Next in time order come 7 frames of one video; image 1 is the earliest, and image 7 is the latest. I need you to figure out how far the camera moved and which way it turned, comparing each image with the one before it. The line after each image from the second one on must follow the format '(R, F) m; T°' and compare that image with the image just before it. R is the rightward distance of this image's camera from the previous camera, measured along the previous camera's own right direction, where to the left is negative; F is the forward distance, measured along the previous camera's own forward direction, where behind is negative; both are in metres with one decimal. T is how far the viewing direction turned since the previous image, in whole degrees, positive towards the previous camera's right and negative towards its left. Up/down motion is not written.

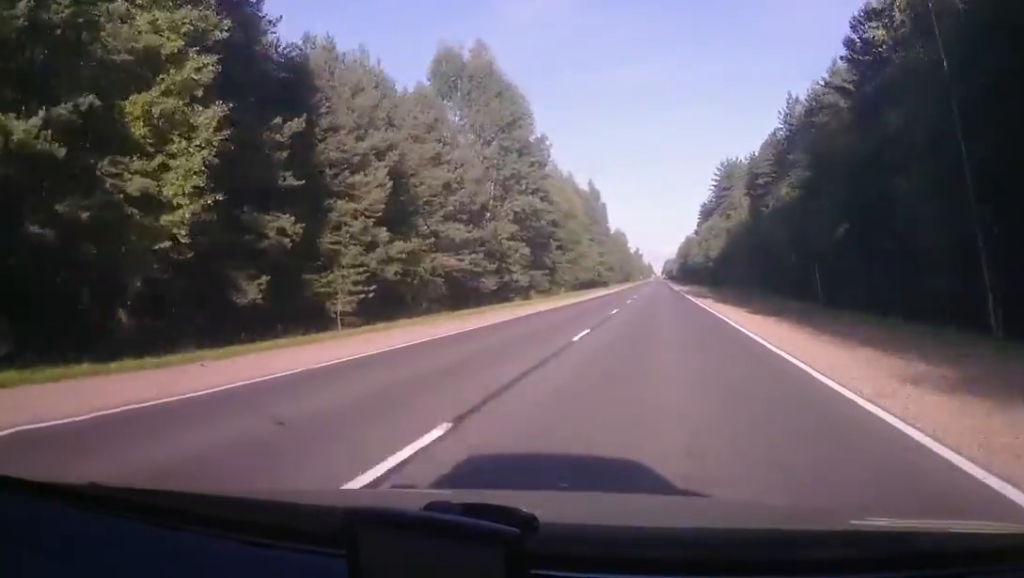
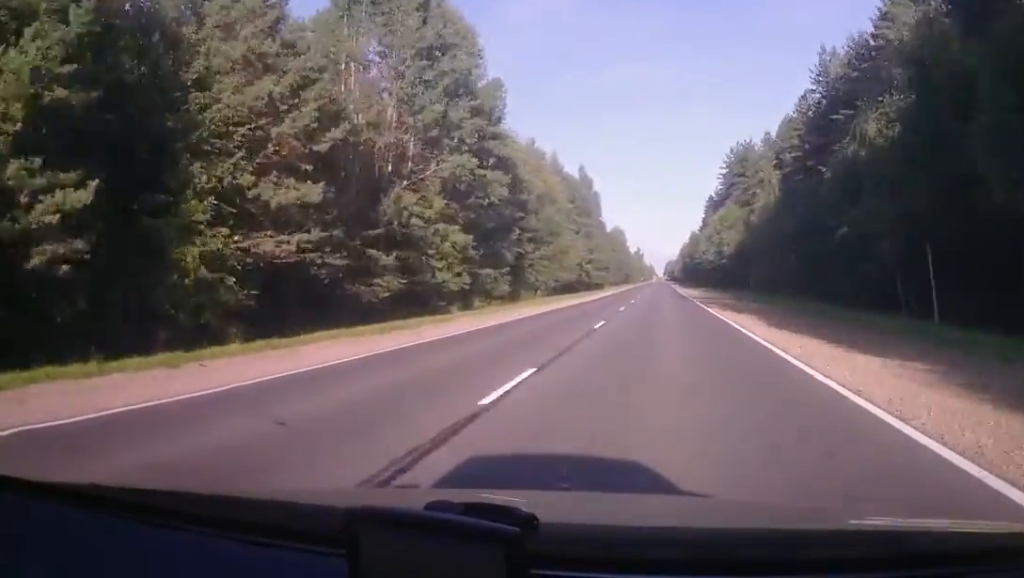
(0.0, +19.6) m; 0°
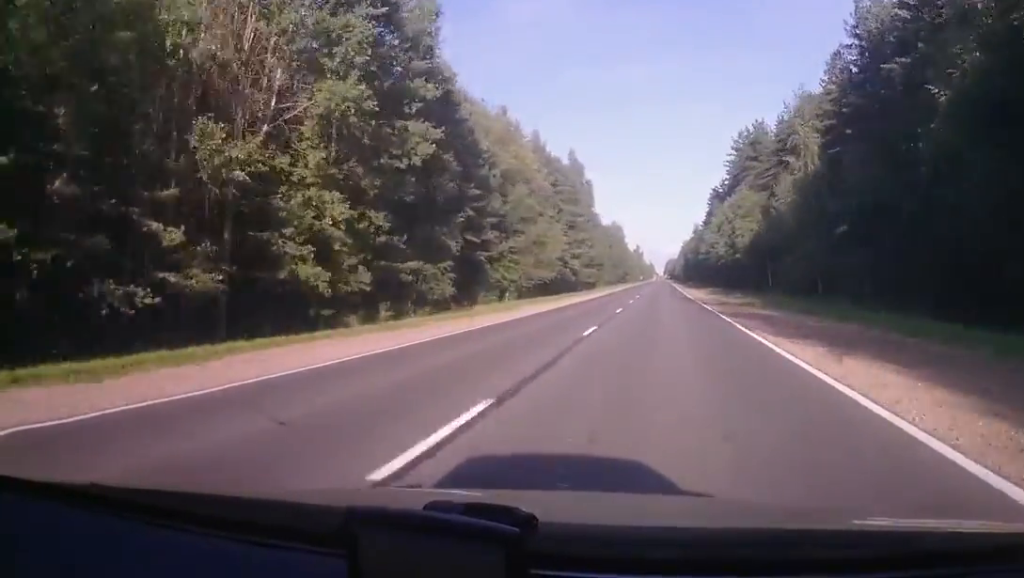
(0.0, +14.7) m; 0°
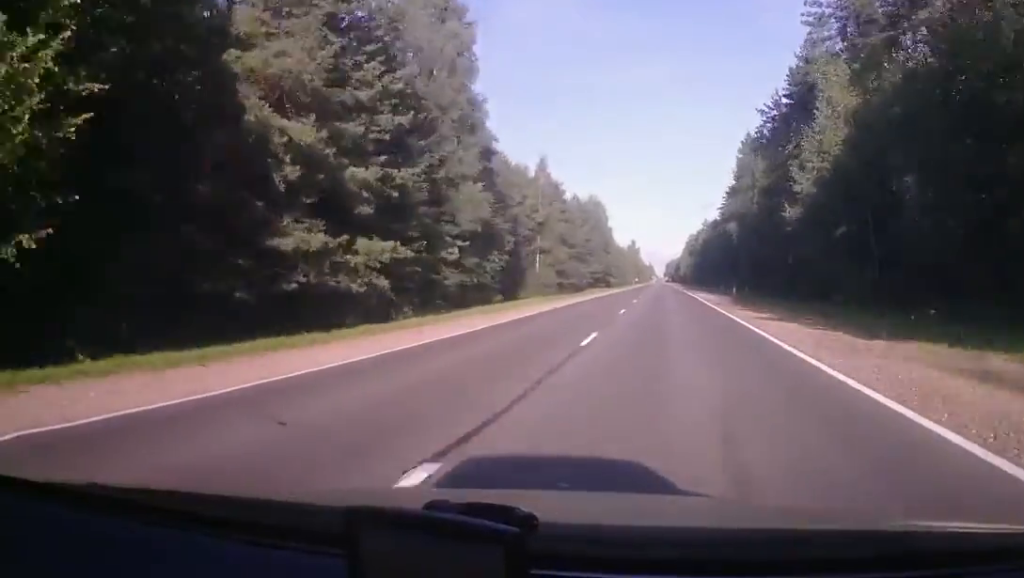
(0.0, +73.7) m; 0°
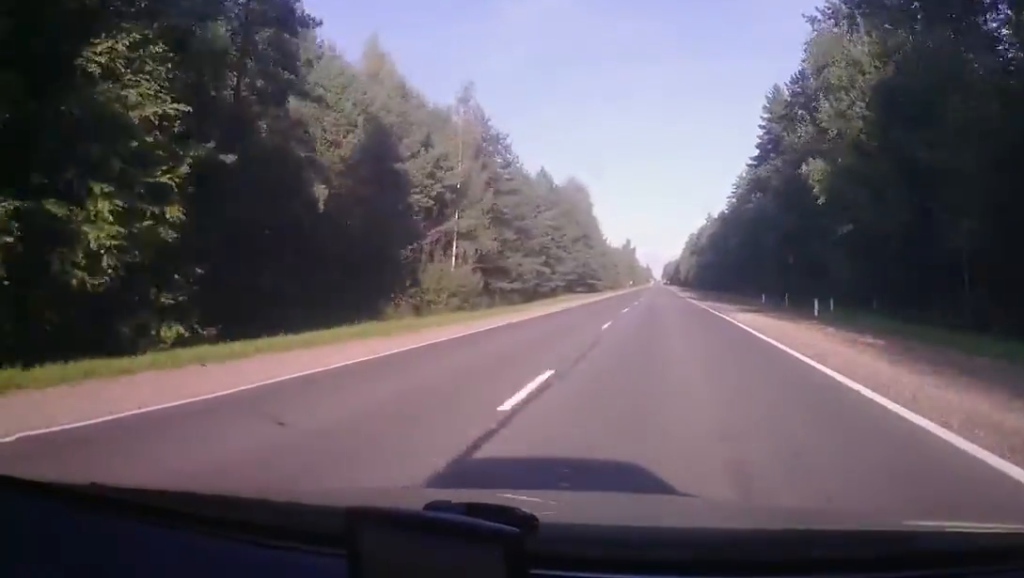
(0.0, +31.0) m; 0°
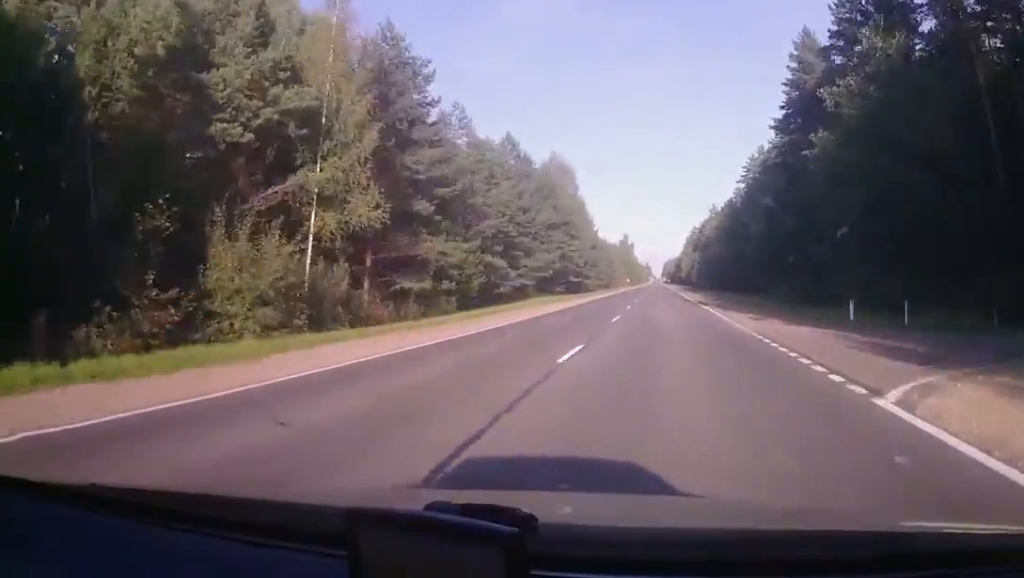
(+0.2, +20.0) m; 0°
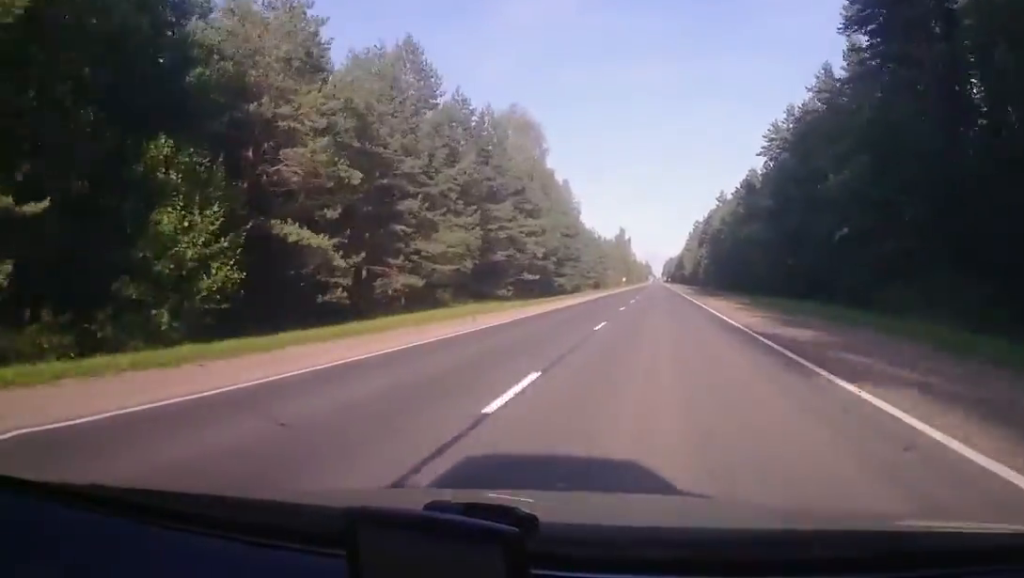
(-0.3, +28.9) m; 0°
